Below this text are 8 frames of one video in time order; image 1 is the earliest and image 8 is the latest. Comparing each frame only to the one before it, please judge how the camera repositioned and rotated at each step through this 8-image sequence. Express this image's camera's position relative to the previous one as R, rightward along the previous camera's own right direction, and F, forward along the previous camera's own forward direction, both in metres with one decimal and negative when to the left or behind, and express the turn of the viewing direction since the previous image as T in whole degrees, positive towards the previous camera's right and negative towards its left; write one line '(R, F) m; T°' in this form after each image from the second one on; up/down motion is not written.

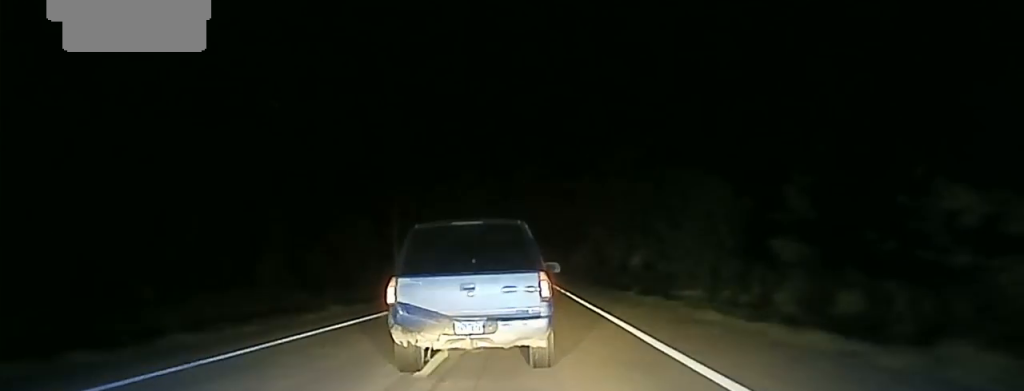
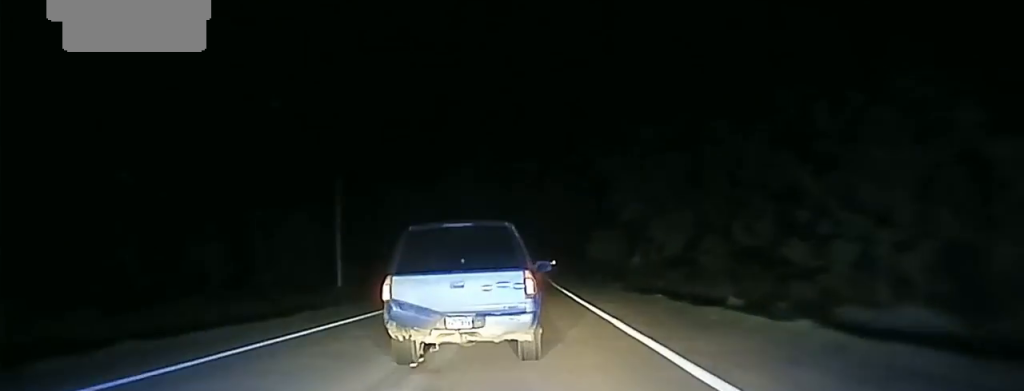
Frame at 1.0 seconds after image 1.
(0.0, +26.3) m; 0°
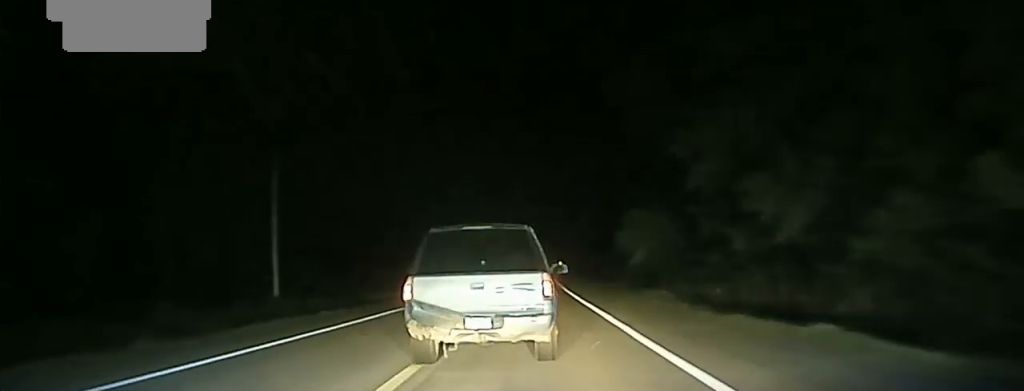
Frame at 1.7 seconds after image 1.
(-0.1, +17.4) m; -1°
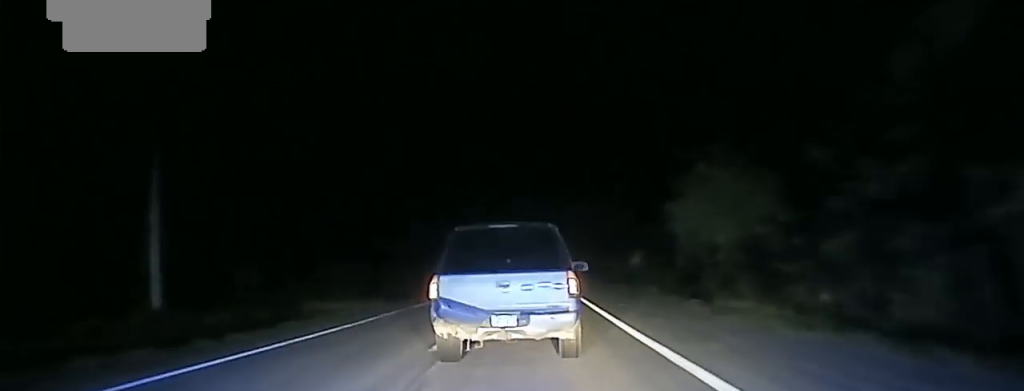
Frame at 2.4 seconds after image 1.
(-0.1, +18.3) m; 0°
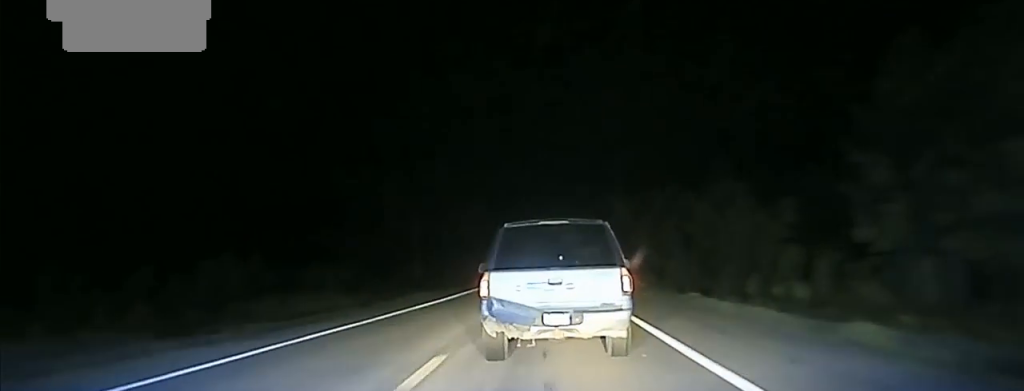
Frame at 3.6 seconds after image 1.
(-0.1, +39.4) m; 0°
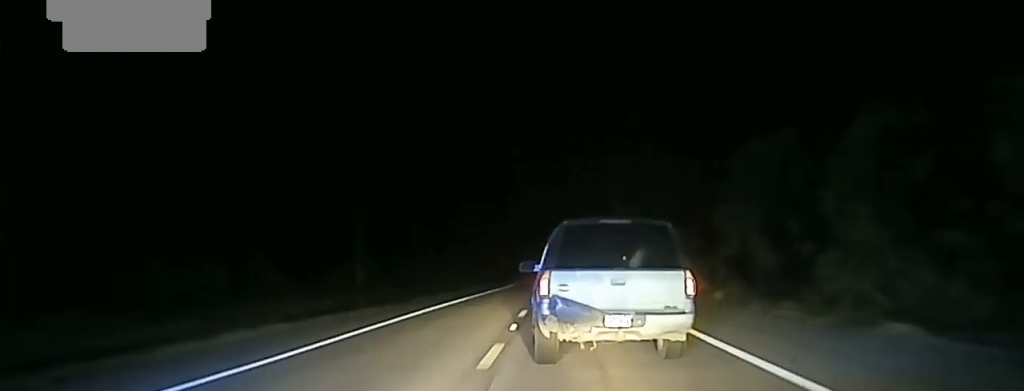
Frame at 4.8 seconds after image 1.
(+0.3, +39.6) m; +1°
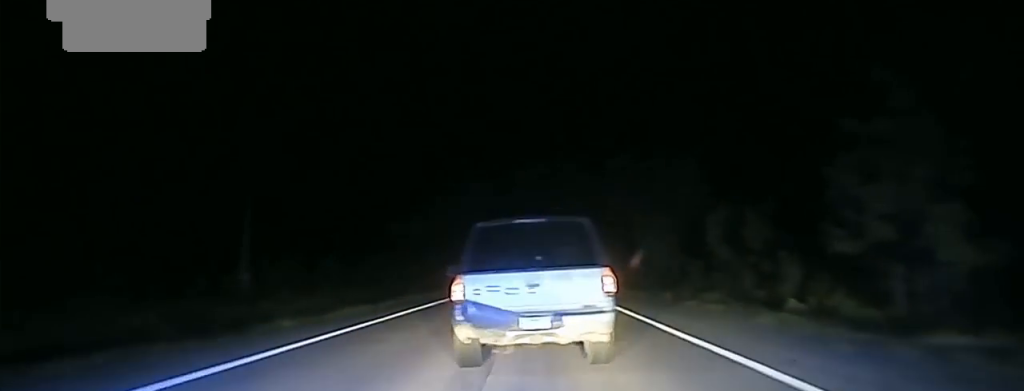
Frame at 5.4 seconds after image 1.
(+0.2, +22.9) m; +1°
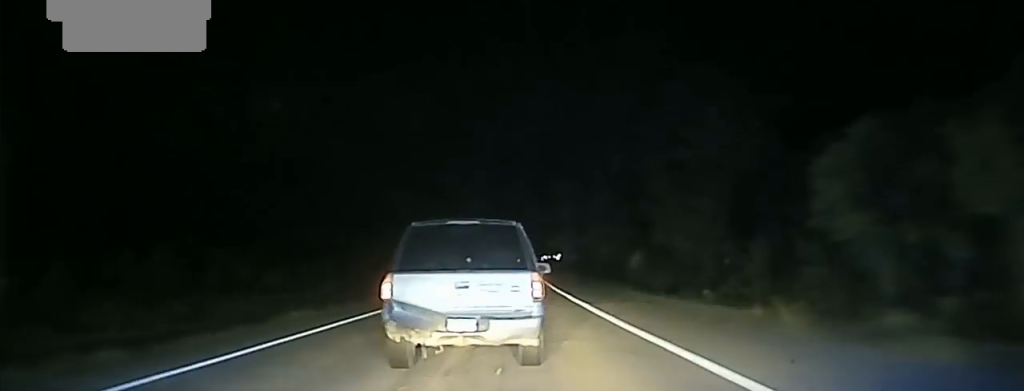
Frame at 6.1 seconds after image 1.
(+0.3, +22.6) m; +1°
